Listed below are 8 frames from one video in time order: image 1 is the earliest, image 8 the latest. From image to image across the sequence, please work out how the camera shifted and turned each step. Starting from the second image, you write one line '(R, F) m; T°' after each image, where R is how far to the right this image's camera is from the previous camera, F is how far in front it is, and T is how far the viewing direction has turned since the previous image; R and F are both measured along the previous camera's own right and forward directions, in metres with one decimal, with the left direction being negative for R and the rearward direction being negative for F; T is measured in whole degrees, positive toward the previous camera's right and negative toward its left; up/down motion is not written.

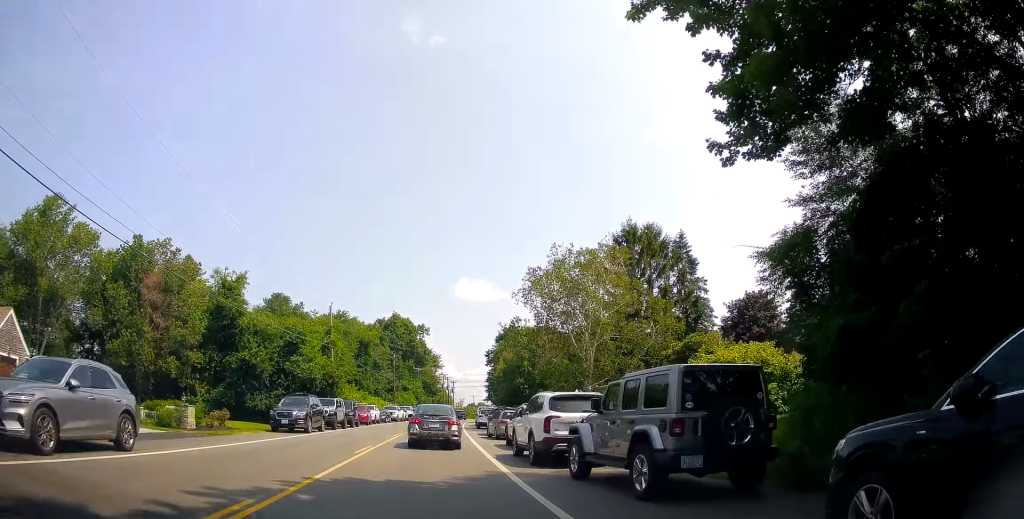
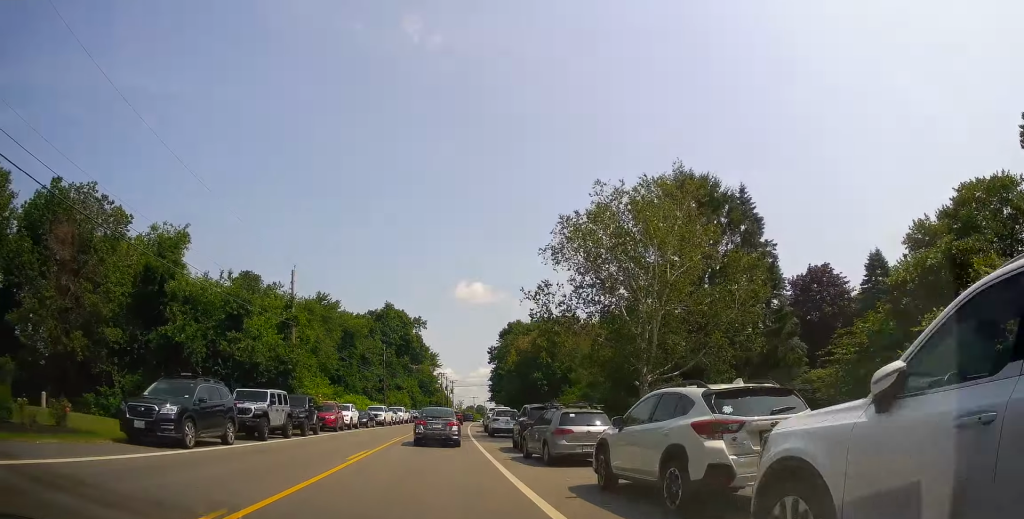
(+0.5, +14.0) m; +1°
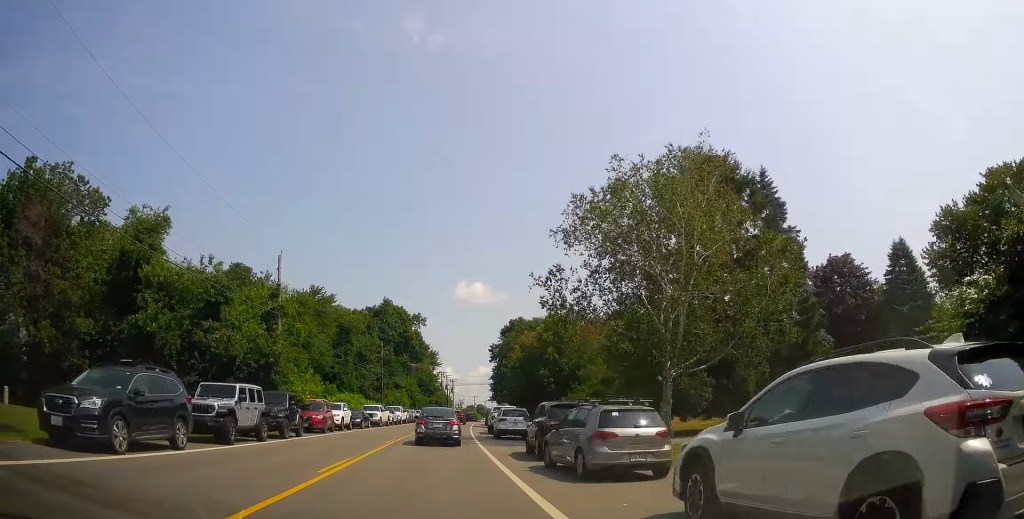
(-0.1, +3.5) m; -1°
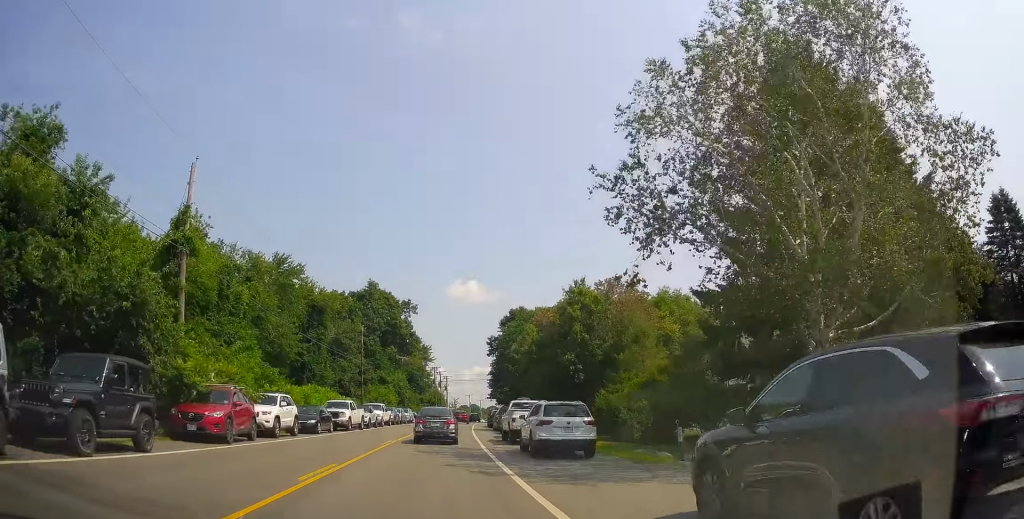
(-0.1, +13.4) m; +1°
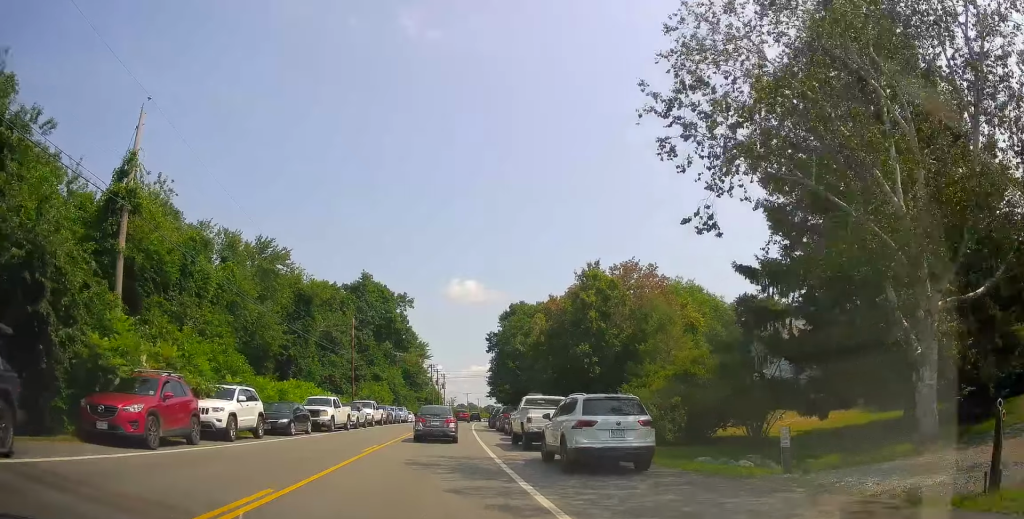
(+0.1, +4.9) m; 0°
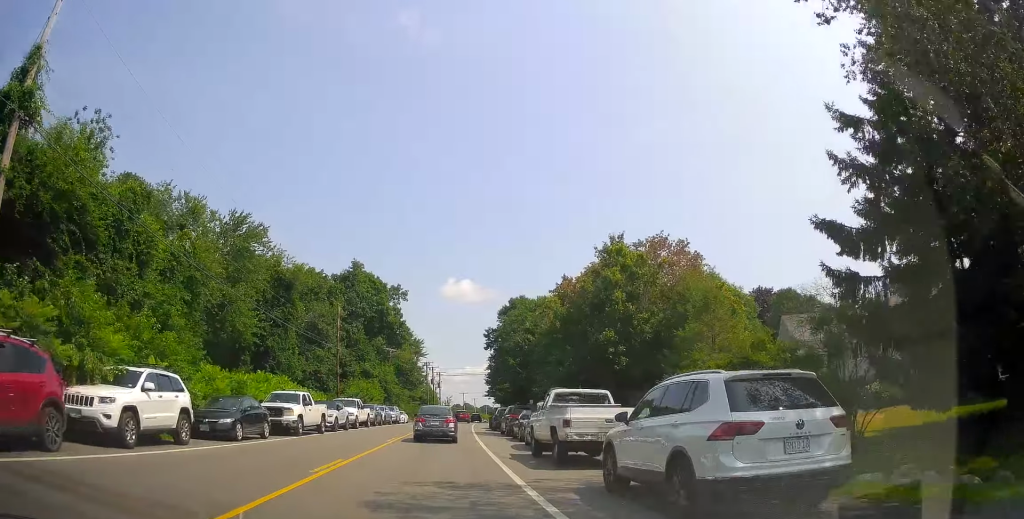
(0.0, +6.4) m; 0°
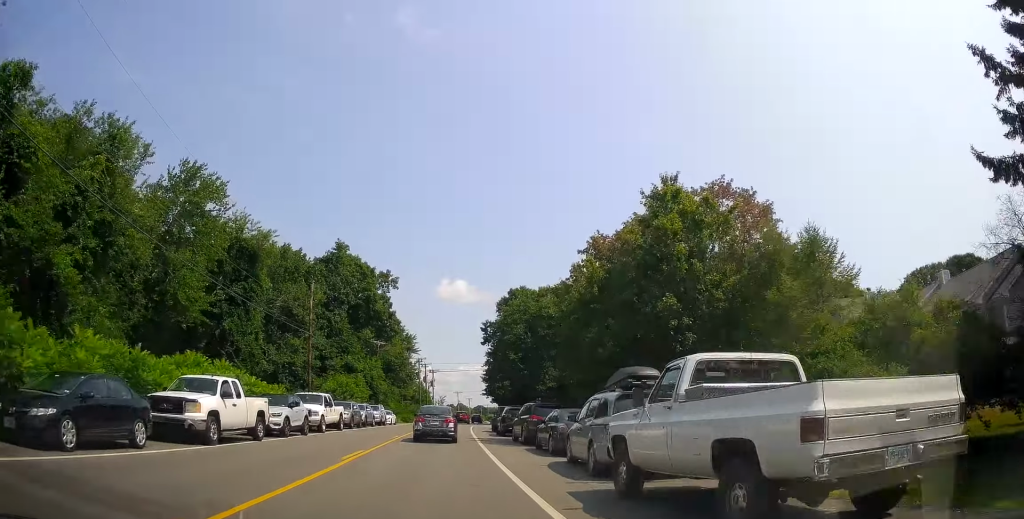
(0.0, +9.0) m; 0°
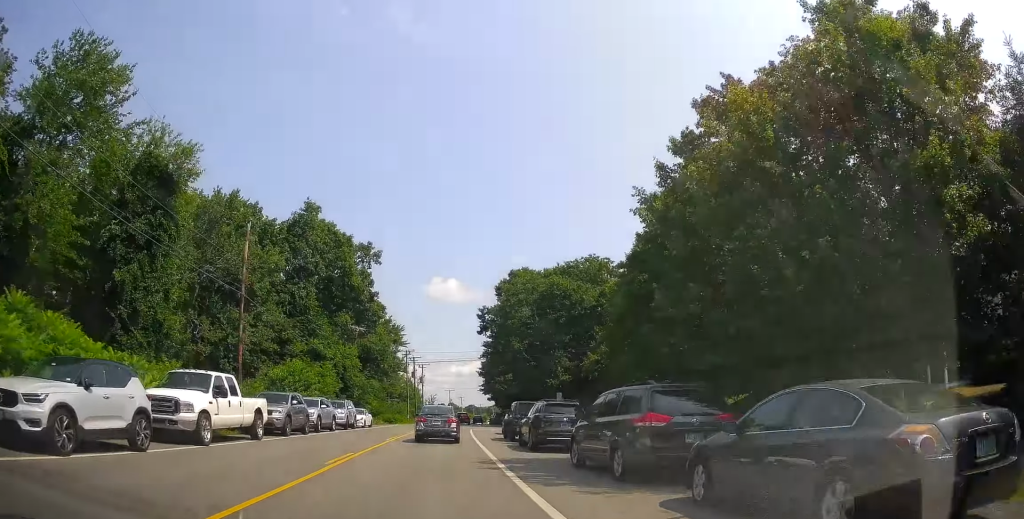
(+0.1, +13.8) m; +2°
